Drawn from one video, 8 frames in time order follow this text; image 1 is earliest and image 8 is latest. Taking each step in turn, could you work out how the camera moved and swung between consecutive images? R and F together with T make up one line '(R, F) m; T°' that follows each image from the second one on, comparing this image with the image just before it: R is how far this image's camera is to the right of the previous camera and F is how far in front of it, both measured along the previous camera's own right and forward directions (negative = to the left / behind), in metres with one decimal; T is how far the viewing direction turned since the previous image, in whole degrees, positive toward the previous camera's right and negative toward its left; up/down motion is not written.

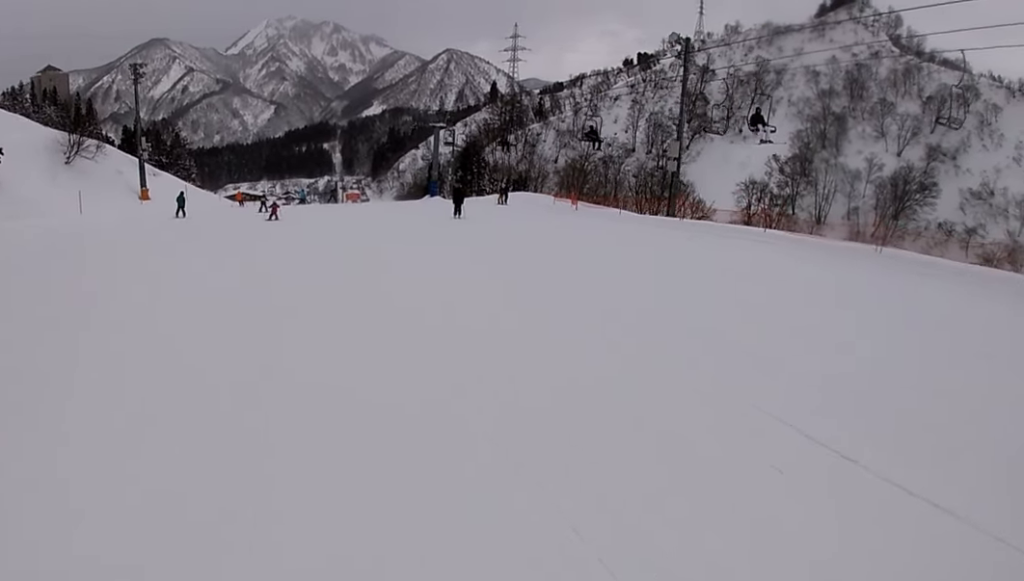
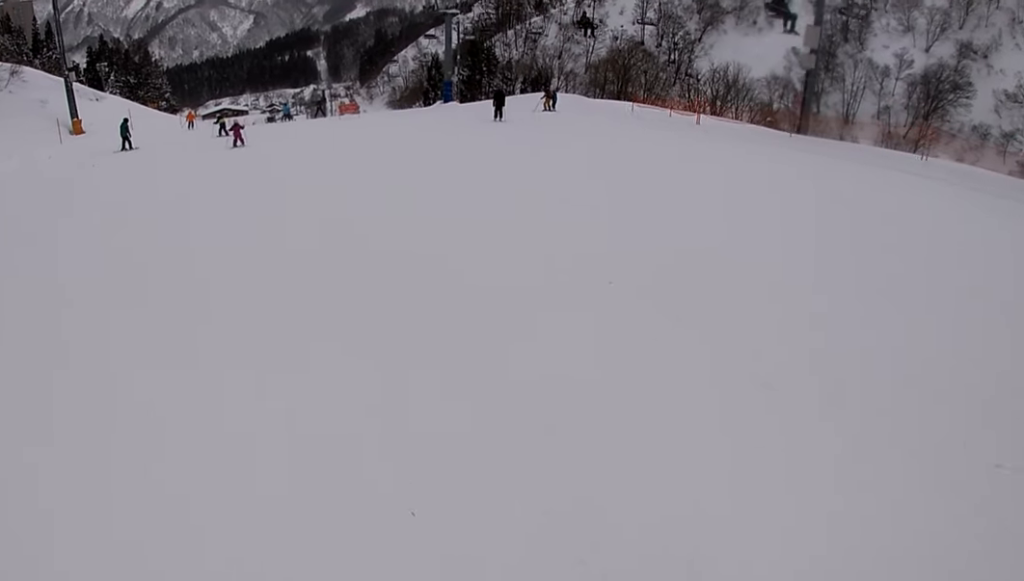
(+2.9, +11.9) m; +12°
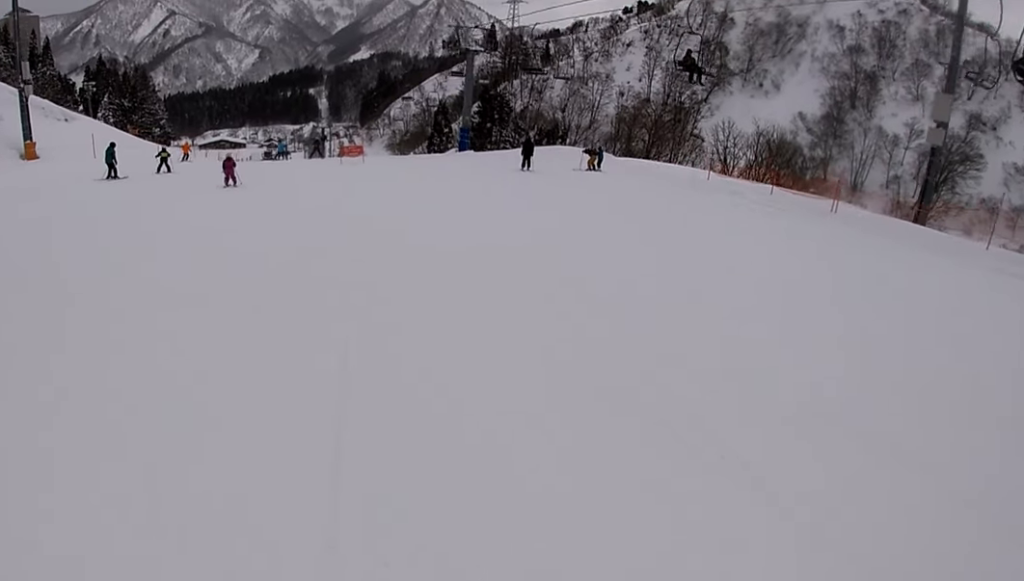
(-1.1, +7.3) m; -8°
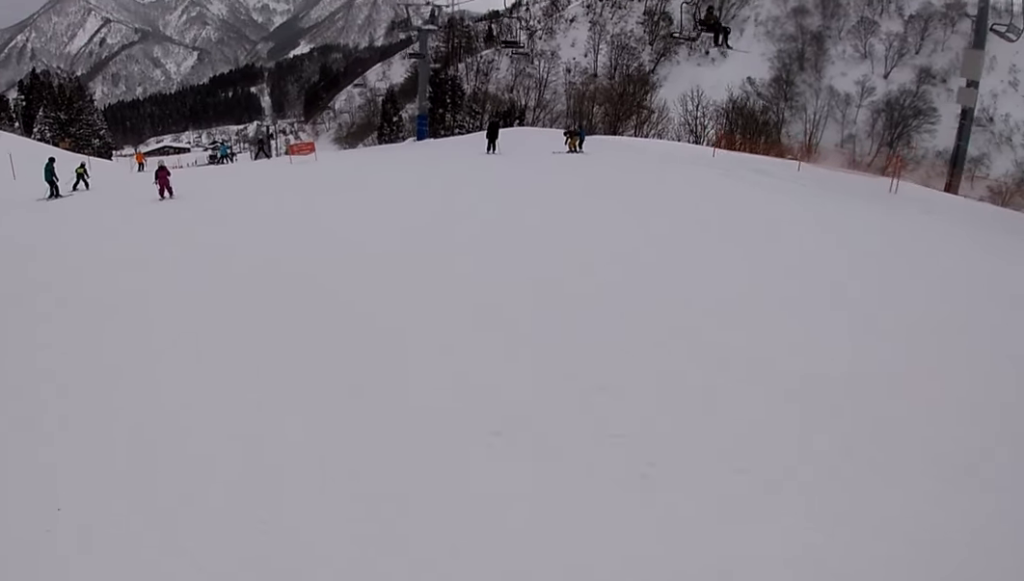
(0.0, +3.8) m; -2°
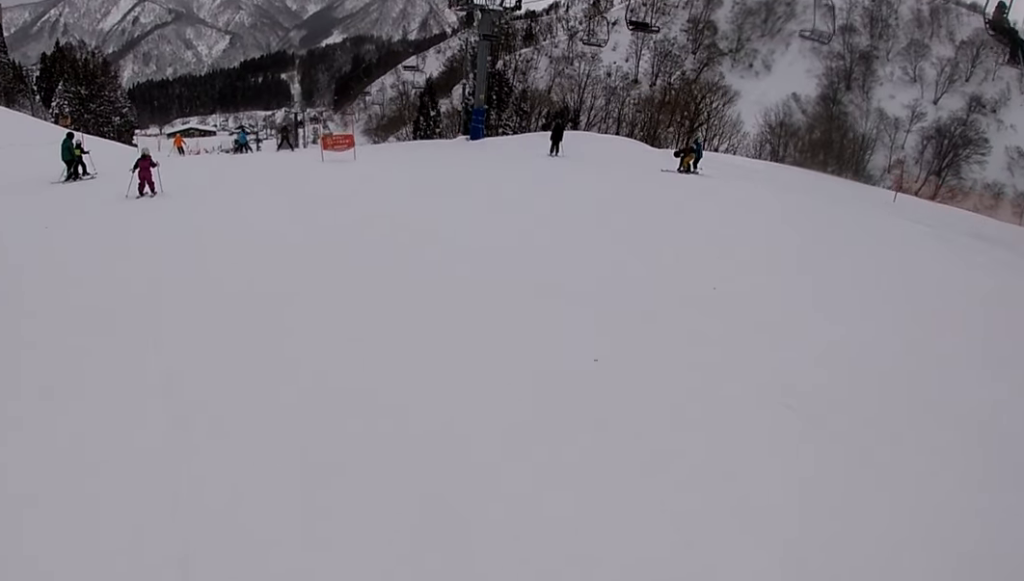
(+0.3, +7.0) m; 0°
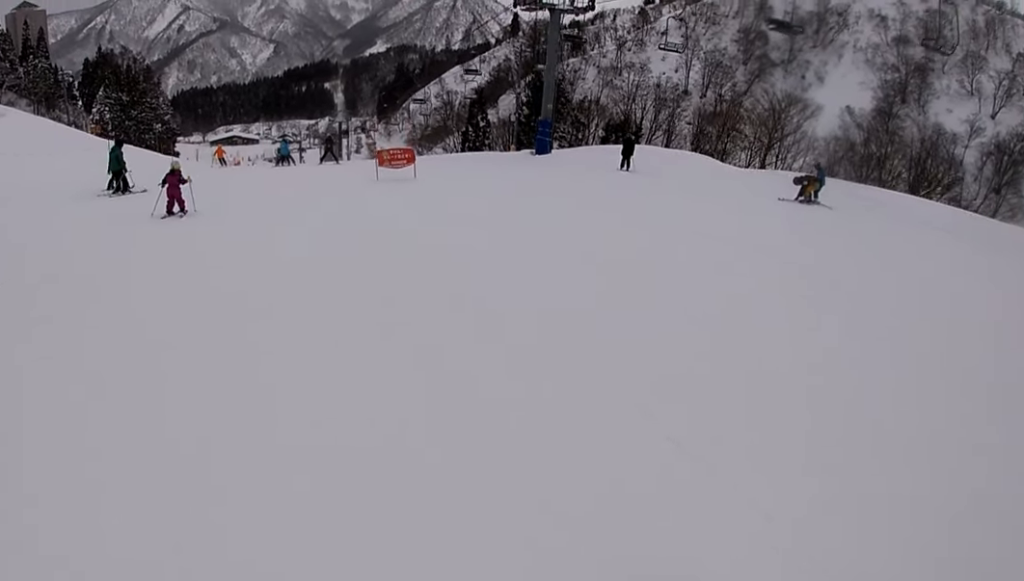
(-0.5, +3.9) m; 0°
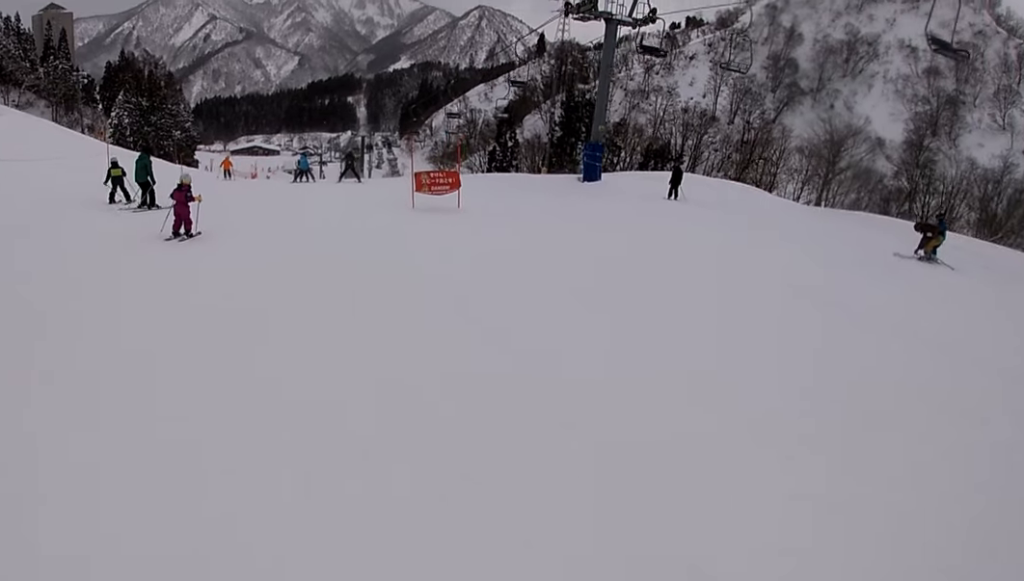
(+0.3, +3.9) m; 0°
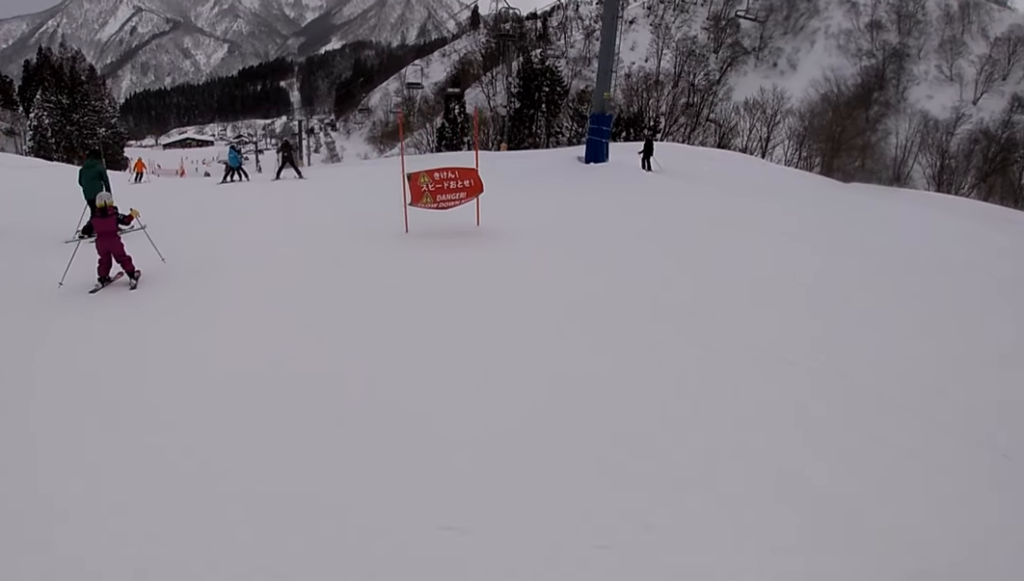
(+0.1, +6.9) m; +4°
